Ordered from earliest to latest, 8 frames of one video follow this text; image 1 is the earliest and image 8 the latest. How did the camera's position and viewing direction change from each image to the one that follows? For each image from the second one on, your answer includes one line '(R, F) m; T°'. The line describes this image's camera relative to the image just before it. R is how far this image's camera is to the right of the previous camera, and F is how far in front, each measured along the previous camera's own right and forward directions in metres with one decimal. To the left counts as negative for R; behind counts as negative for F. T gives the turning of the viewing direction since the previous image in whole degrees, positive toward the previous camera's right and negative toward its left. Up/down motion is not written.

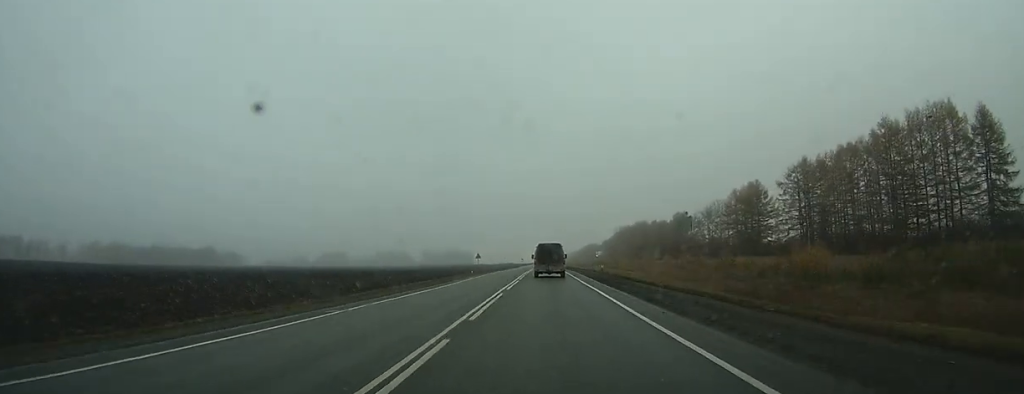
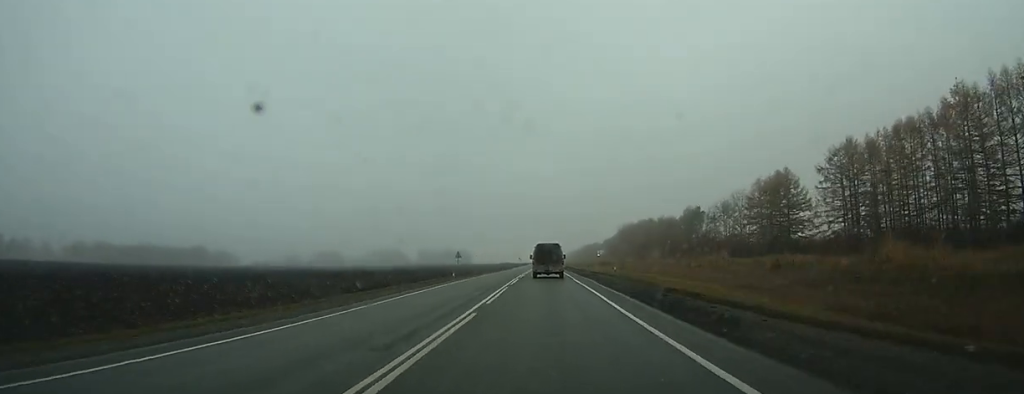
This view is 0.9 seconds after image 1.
(0.0, +18.9) m; 0°
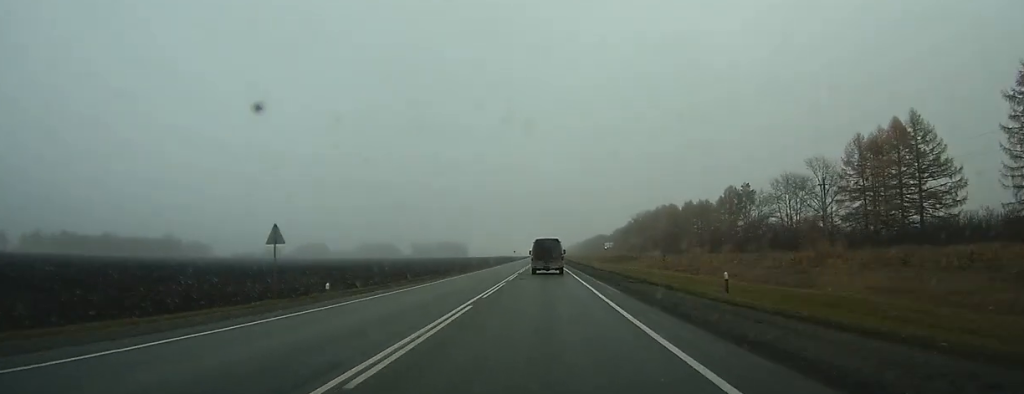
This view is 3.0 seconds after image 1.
(0.0, +45.3) m; 0°
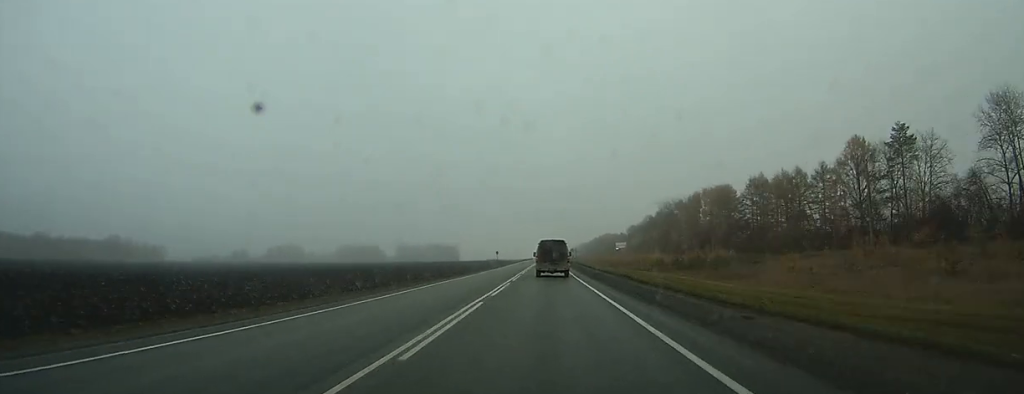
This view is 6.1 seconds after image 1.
(+0.3, +69.7) m; 0°
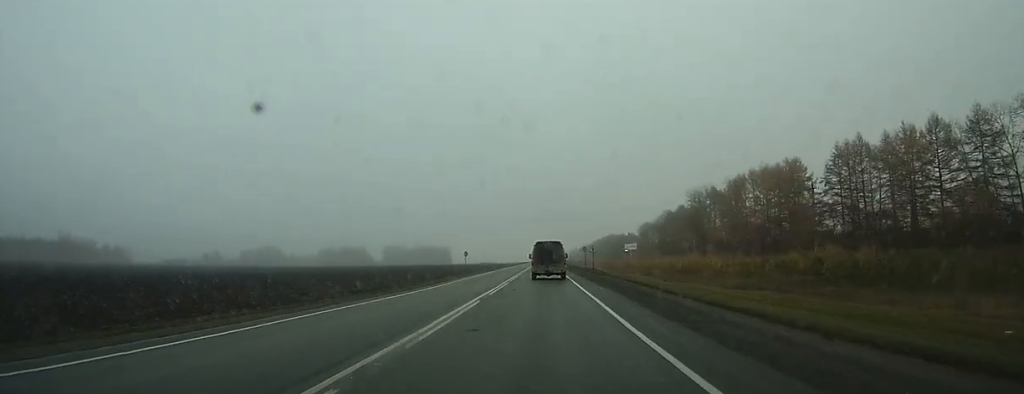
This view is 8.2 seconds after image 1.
(0.0, +48.4) m; 0°
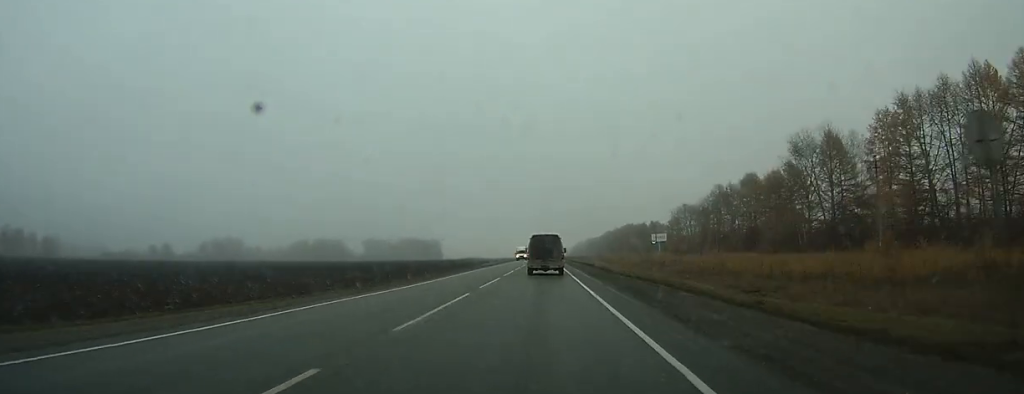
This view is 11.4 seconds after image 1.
(-0.1, +72.7) m; 0°
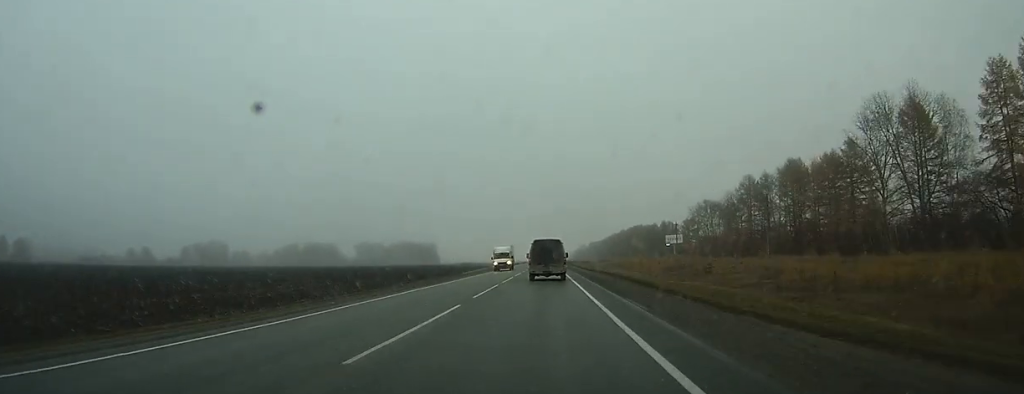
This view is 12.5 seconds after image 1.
(0.0, +25.0) m; 0°
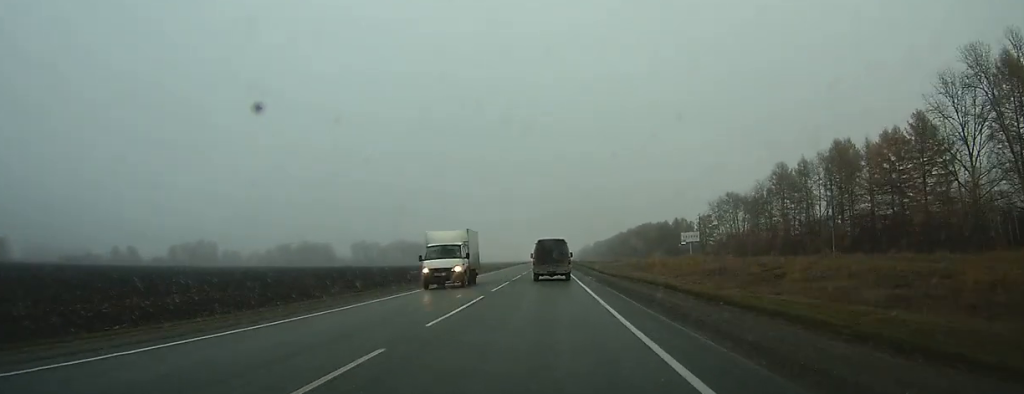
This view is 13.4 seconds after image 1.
(0.0, +19.2) m; 0°
